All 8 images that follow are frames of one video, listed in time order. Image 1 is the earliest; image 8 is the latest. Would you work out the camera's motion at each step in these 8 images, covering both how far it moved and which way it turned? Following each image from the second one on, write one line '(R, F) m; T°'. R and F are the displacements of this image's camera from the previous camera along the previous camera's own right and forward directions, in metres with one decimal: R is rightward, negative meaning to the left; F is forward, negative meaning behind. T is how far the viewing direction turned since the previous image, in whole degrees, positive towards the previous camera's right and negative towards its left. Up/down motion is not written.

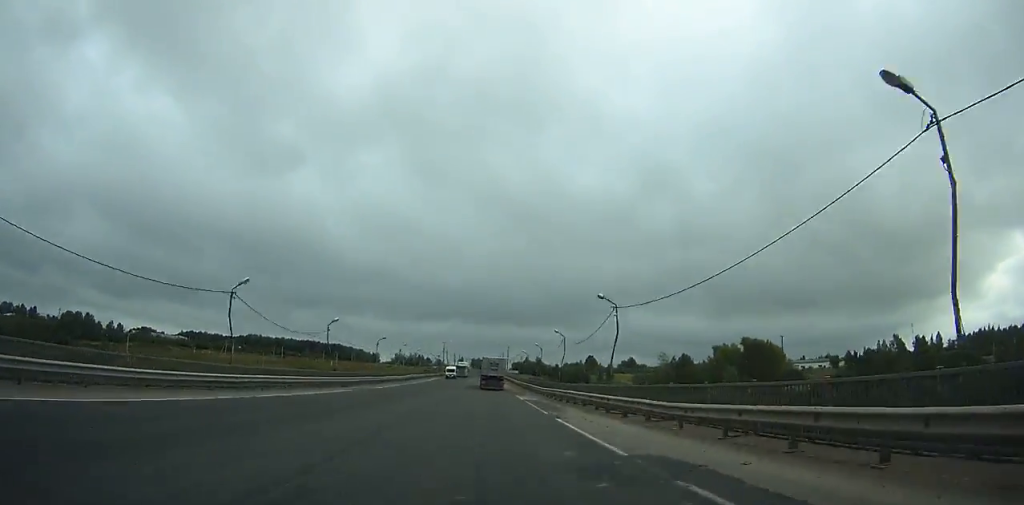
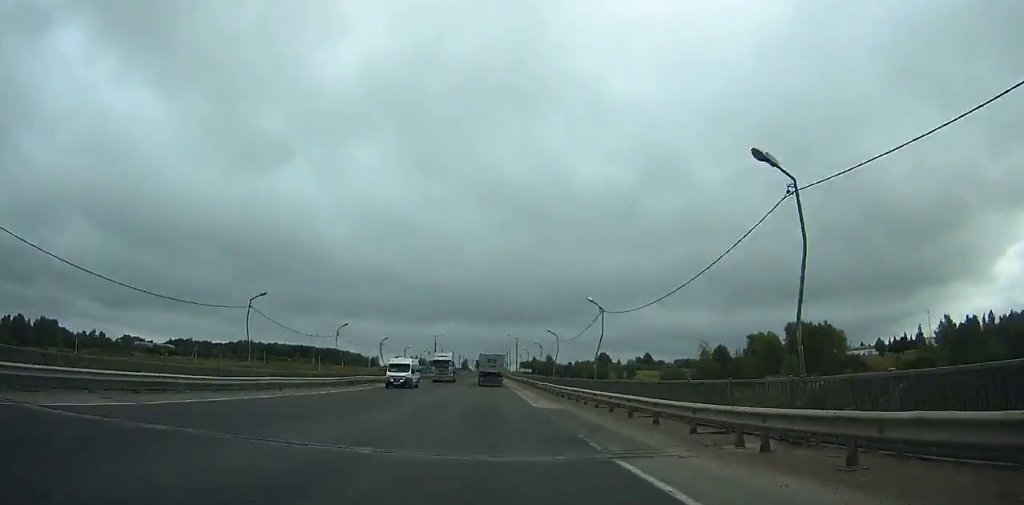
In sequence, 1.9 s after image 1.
(-0.6, +38.4) m; -1°
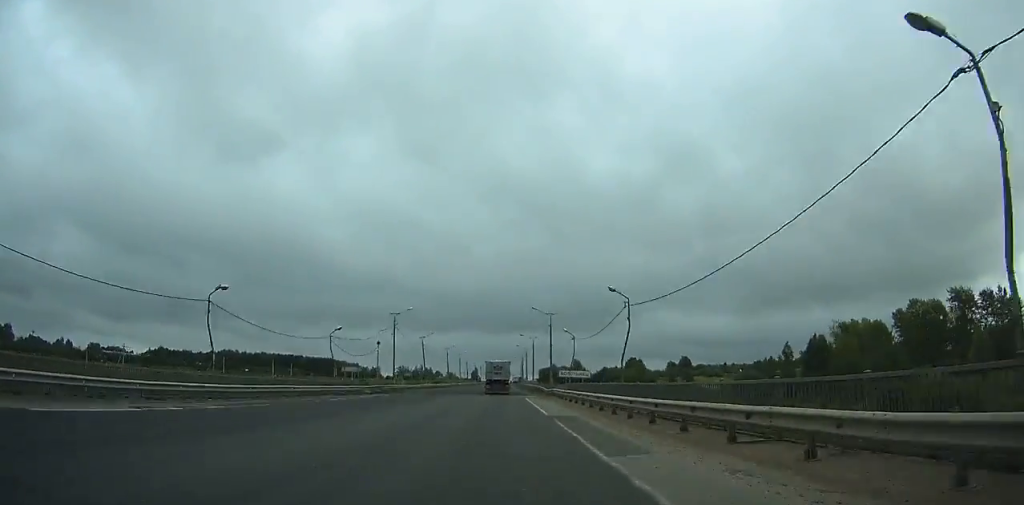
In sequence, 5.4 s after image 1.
(-0.4, +68.7) m; 0°
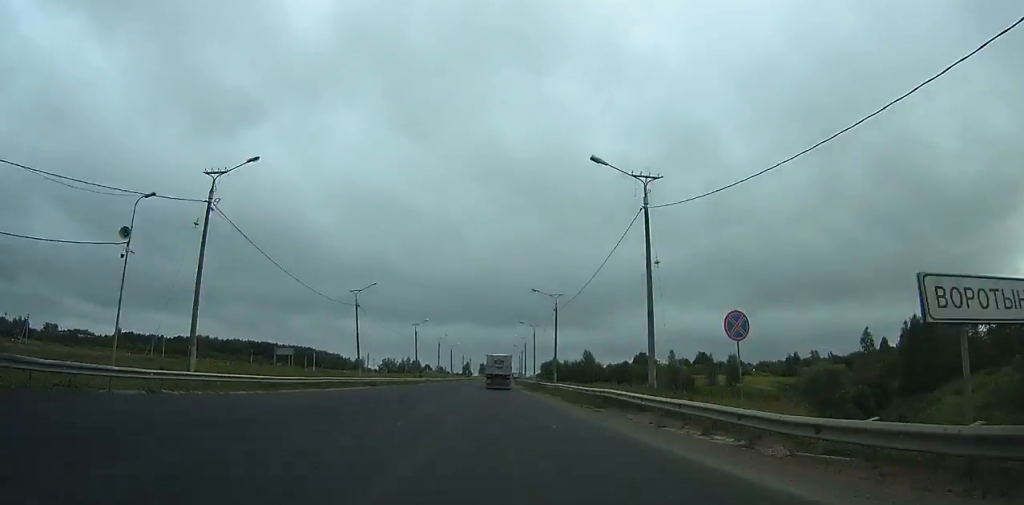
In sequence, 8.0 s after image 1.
(-0.1, +50.1) m; 0°
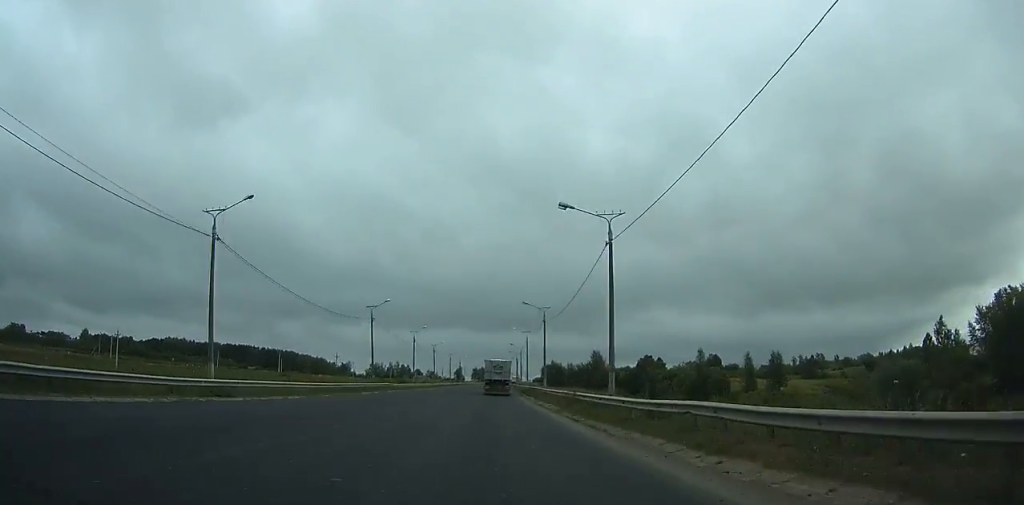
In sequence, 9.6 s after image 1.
(+0.1, +30.5) m; 0°
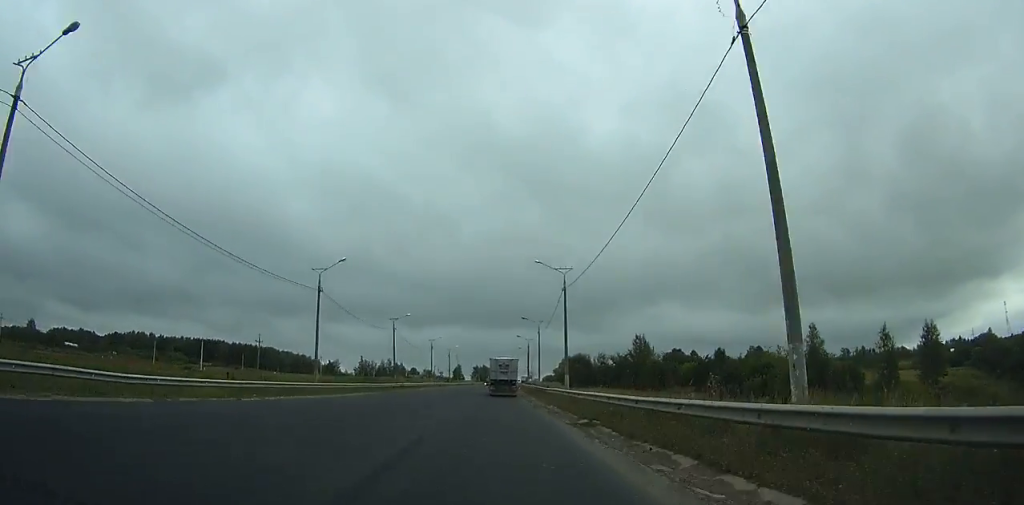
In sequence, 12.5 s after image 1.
(+0.1, +54.6) m; 0°
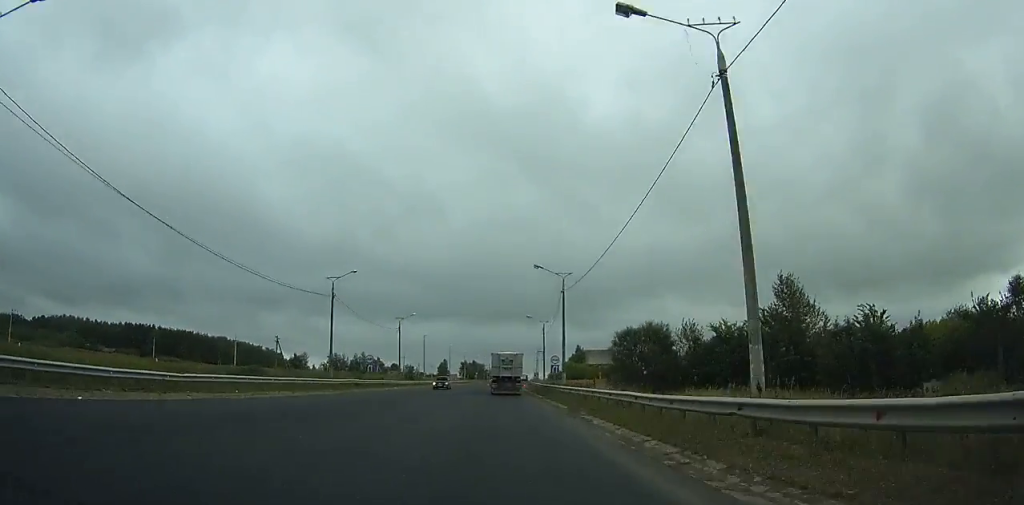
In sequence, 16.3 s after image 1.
(0.0, +69.6) m; +1°
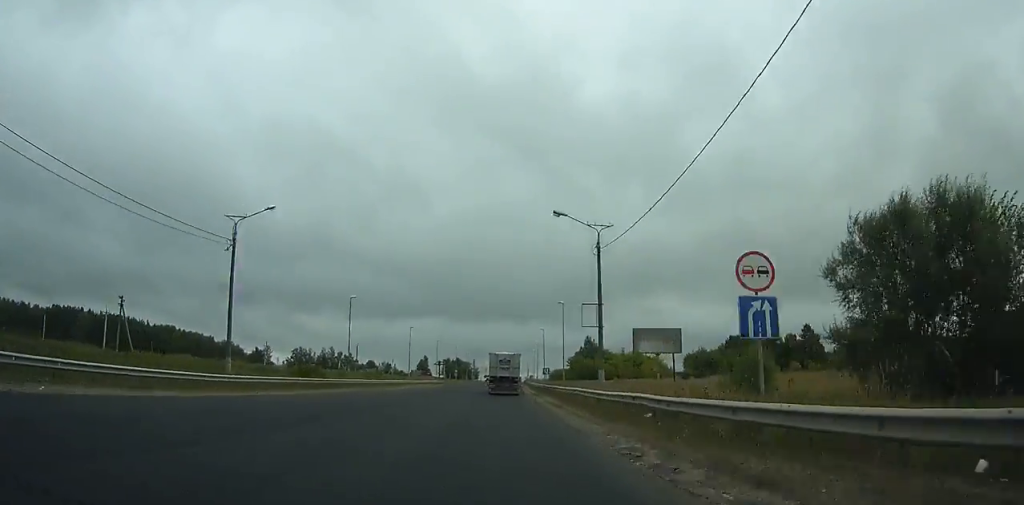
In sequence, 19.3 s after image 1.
(+0.7, +52.8) m; +1°
